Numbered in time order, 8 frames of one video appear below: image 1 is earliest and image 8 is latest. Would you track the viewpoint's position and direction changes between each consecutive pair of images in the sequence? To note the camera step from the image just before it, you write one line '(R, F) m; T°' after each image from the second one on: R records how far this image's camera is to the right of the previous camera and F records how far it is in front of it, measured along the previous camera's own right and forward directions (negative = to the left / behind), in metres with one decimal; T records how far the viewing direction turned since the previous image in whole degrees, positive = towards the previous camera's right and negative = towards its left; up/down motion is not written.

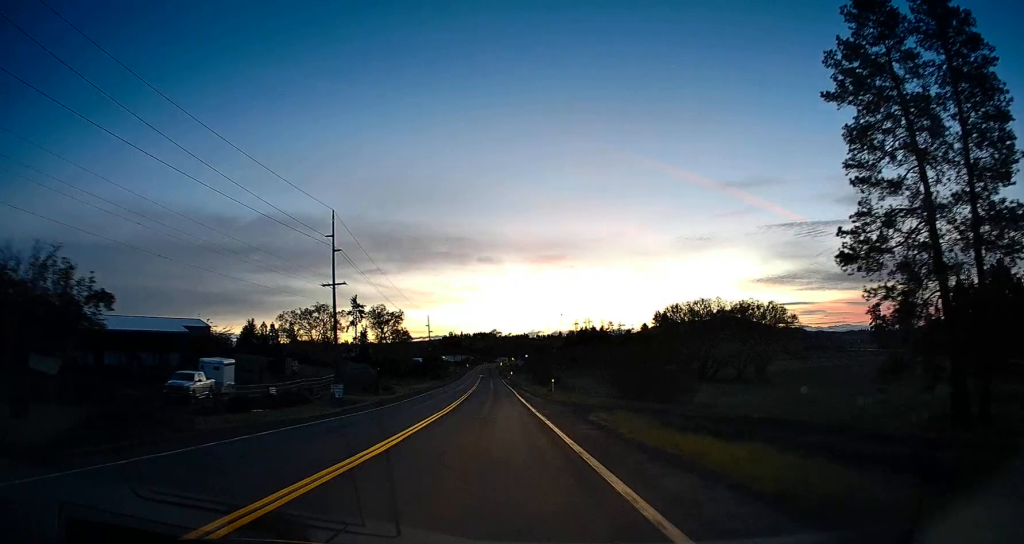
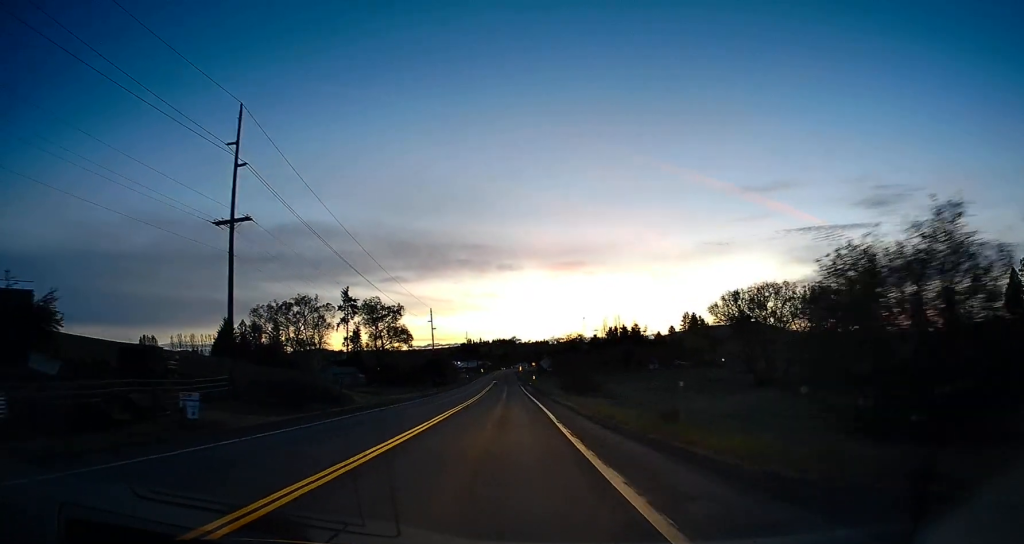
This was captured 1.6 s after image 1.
(+0.4, +30.5) m; +1°
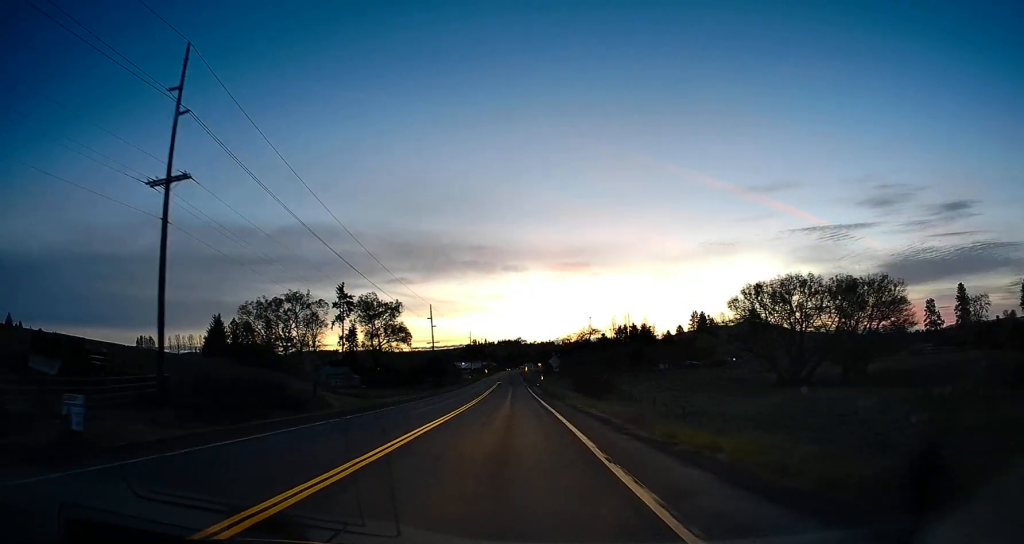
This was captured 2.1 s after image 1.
(-0.1, +9.3) m; -2°
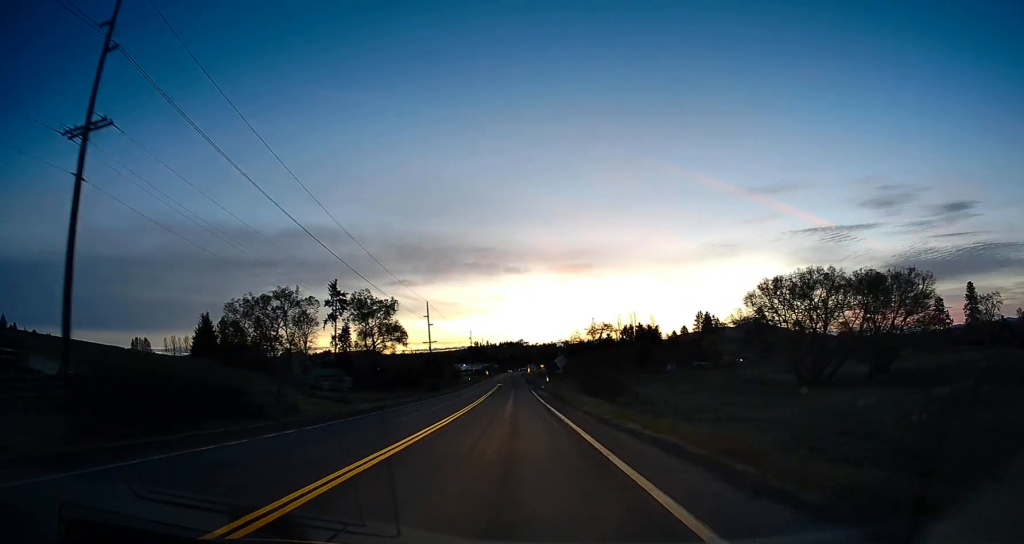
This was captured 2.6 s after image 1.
(+0.1, +8.0) m; -2°
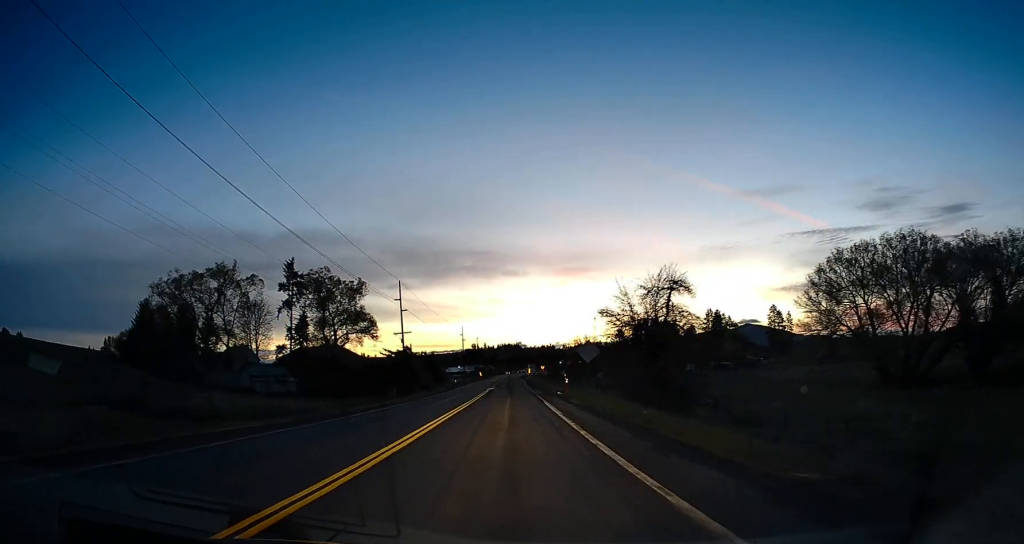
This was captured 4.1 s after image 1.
(-0.7, +28.9) m; 0°
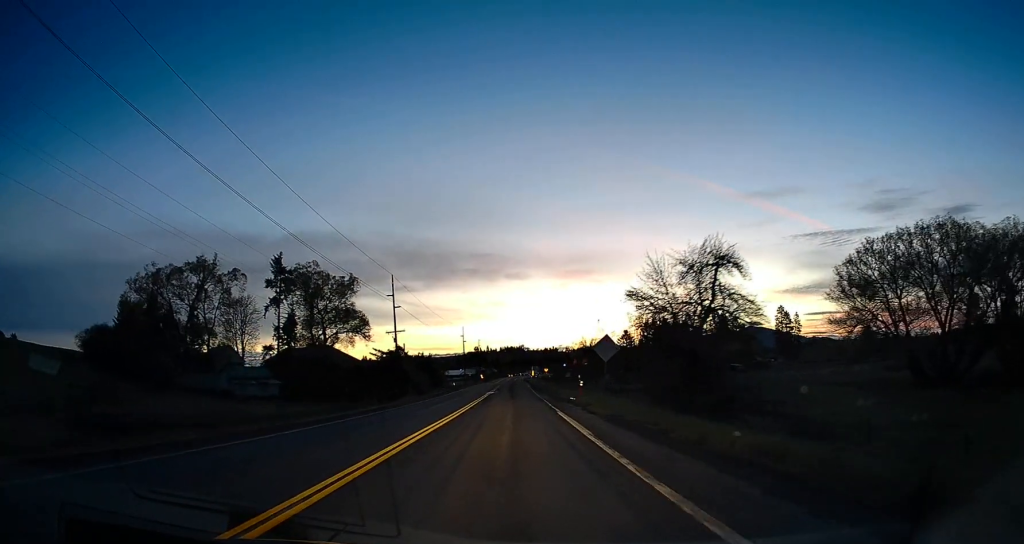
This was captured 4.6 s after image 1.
(+0.4, +7.9) m; 0°
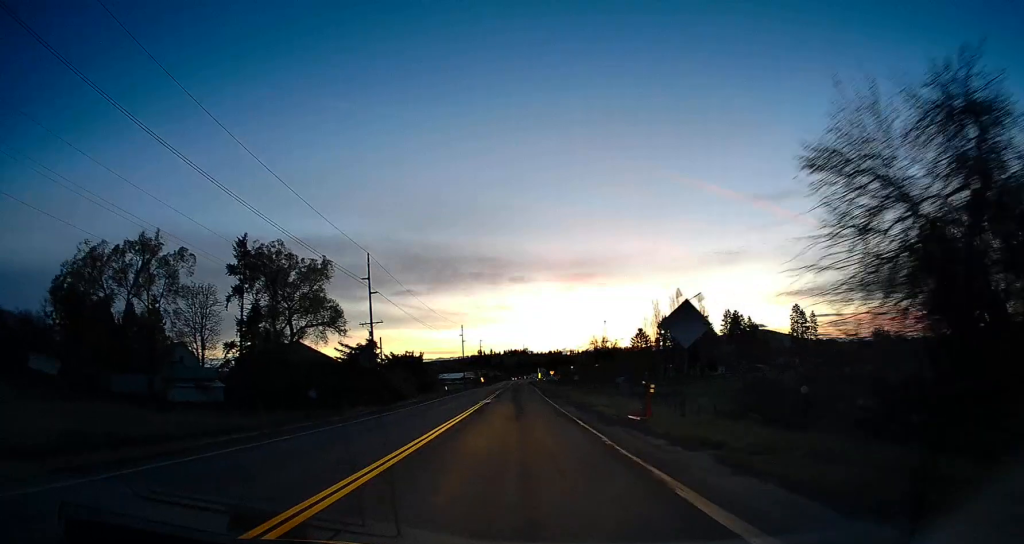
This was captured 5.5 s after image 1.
(-0.4, +17.5) m; 0°
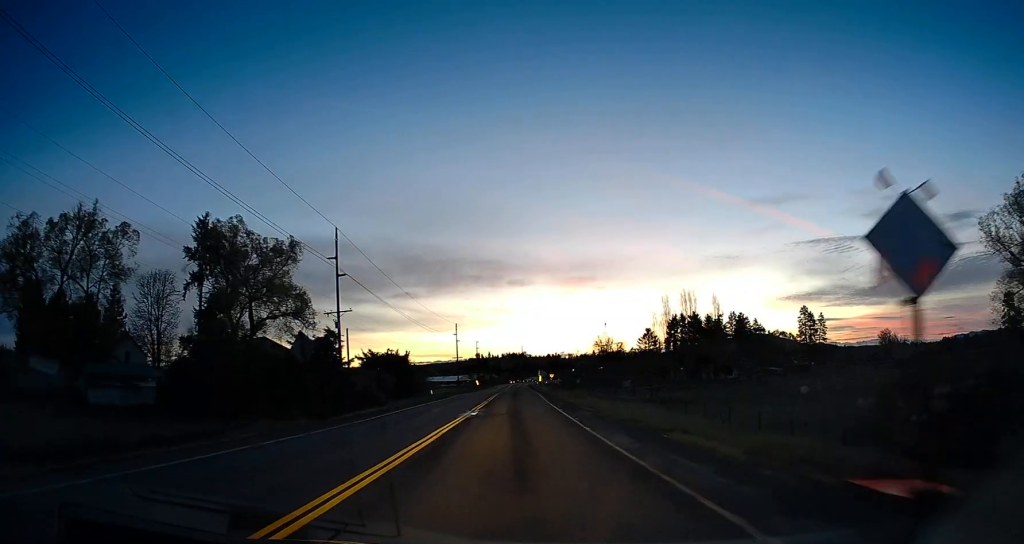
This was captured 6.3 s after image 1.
(+0.2, +13.2) m; 0°
